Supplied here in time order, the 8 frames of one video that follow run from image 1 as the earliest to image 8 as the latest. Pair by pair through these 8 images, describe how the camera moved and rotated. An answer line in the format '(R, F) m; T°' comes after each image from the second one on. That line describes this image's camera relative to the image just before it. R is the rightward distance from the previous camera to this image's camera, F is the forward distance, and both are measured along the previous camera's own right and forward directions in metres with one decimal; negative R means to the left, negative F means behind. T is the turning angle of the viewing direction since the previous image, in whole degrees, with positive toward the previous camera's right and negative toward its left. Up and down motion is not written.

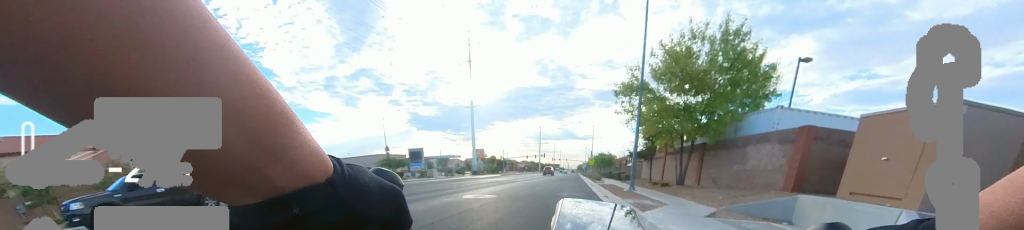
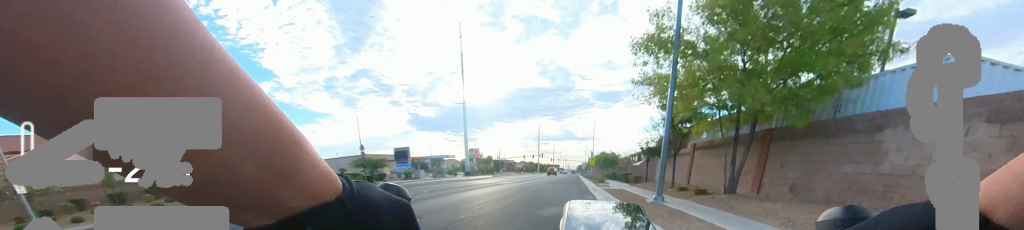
(0.0, +5.1) m; 0°
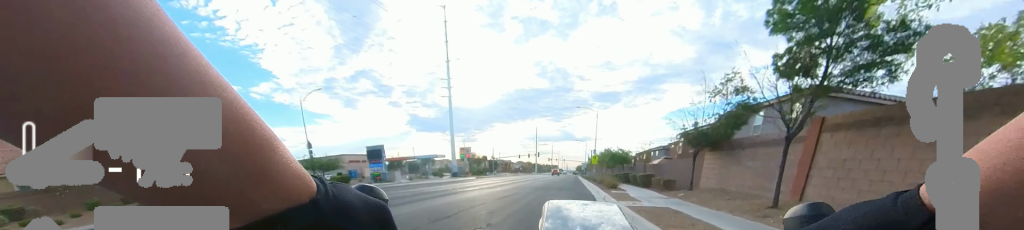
(0.0, +7.8) m; 0°
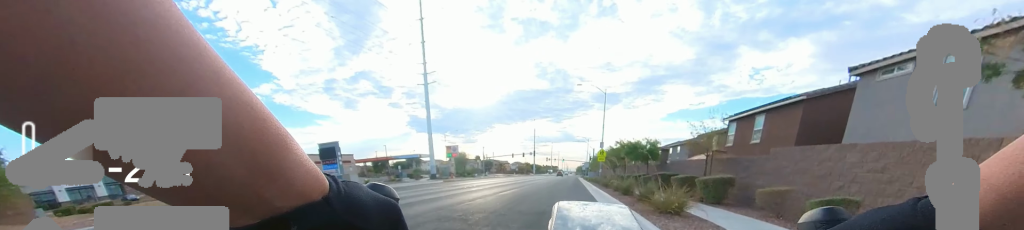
(0.0, +10.2) m; 0°
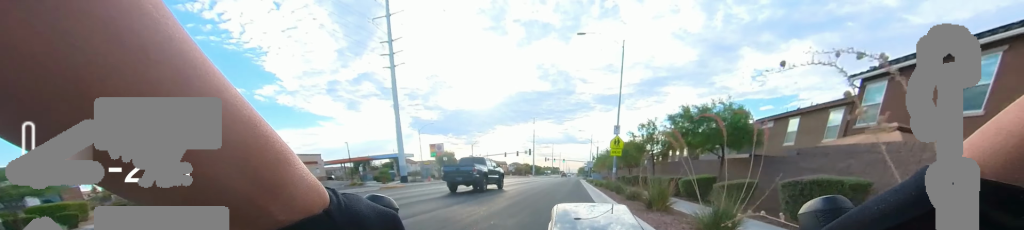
(0.0, +10.7) m; 0°
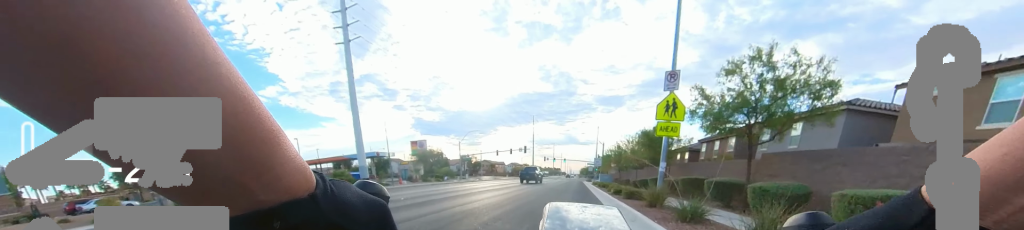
(0.0, +10.0) m; 0°
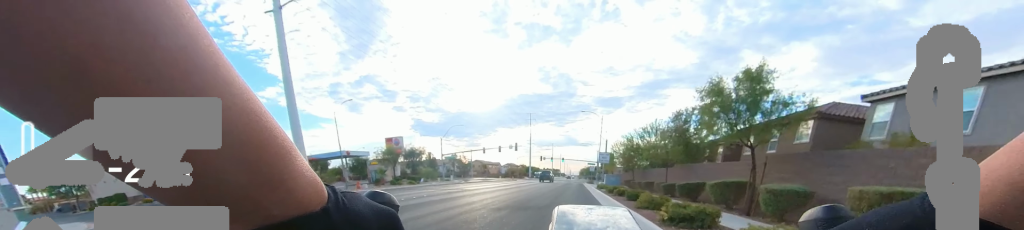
(0.0, +9.2) m; 0°
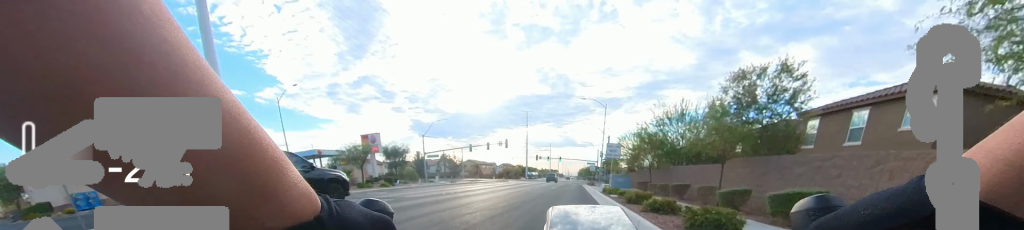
(0.0, +6.7) m; 0°
